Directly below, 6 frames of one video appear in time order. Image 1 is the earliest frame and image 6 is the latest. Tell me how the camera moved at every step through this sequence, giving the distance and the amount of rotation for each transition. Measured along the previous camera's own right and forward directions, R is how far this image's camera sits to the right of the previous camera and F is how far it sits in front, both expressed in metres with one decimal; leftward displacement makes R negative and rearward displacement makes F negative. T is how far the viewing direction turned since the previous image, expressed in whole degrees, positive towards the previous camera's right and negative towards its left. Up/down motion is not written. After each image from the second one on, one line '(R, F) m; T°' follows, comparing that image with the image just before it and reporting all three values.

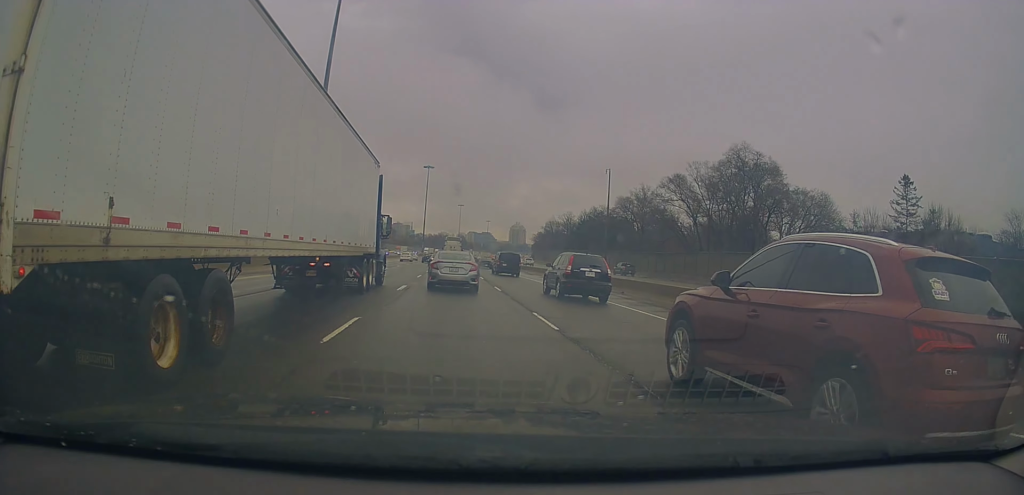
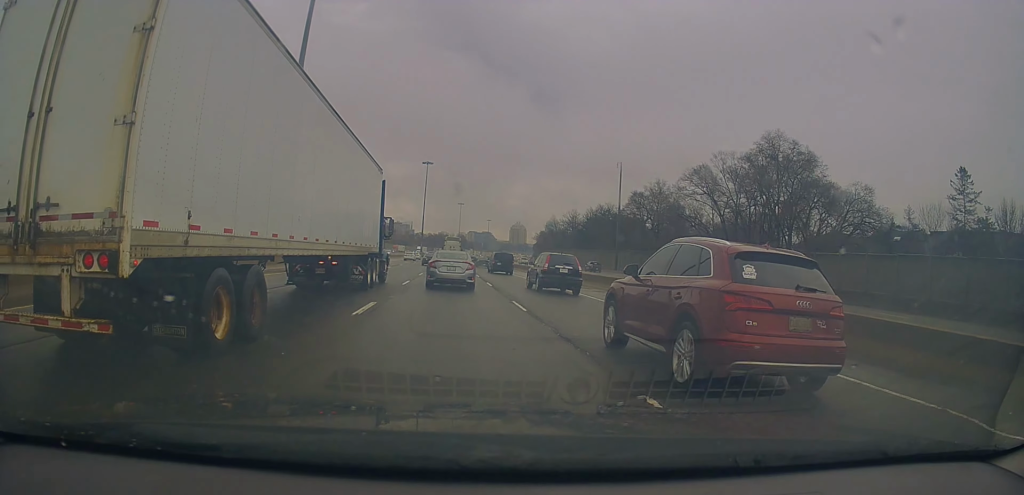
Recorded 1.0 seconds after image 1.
(+0.4, +7.8) m; +2°
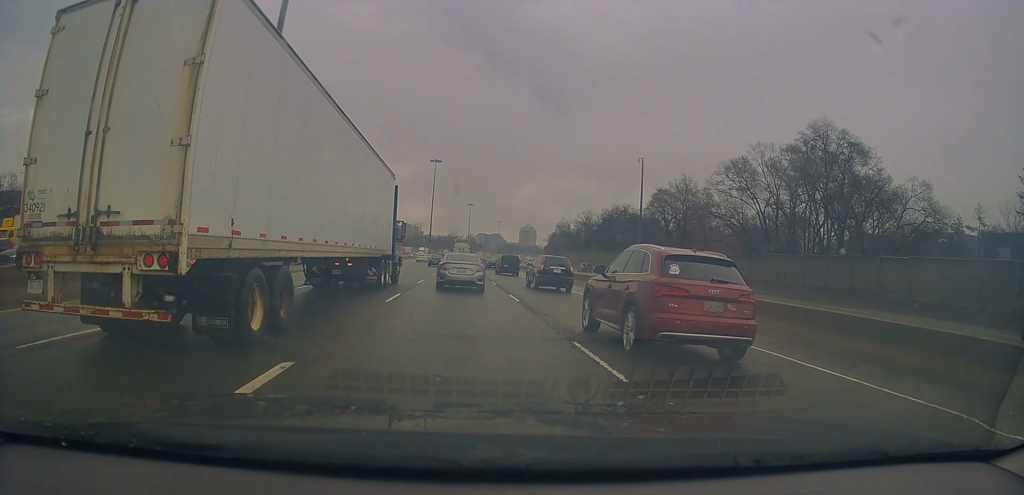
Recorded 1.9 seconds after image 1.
(-0.1, +7.4) m; -2°
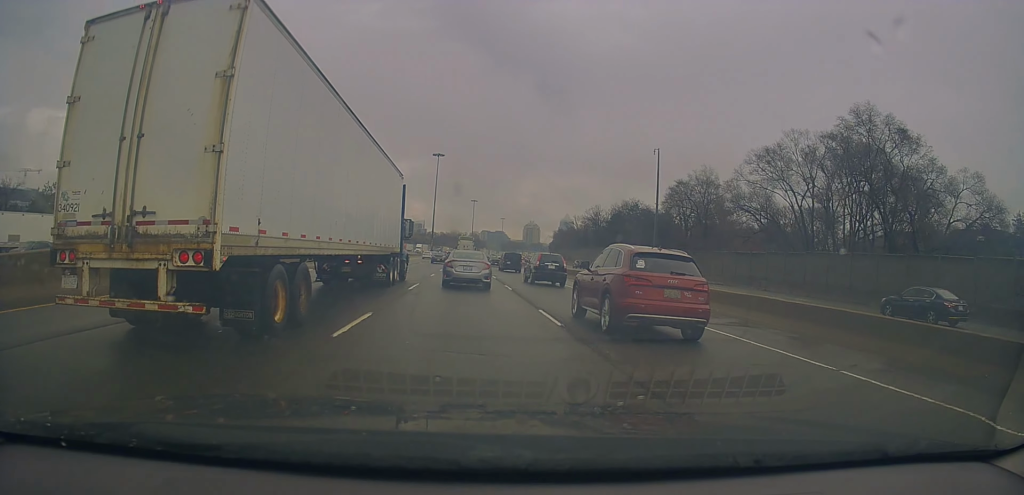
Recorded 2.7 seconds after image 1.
(-0.1, +6.3) m; 0°
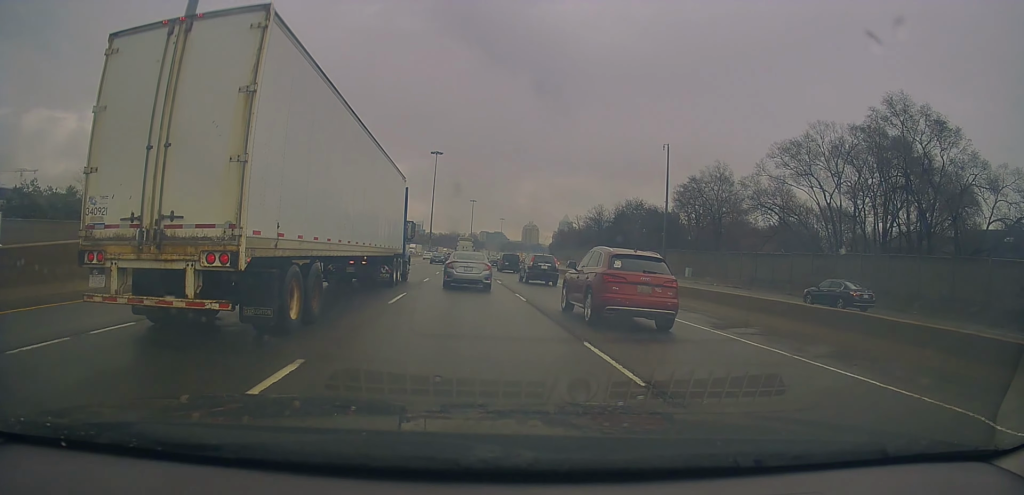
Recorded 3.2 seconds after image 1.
(-0.1, +5.2) m; +1°
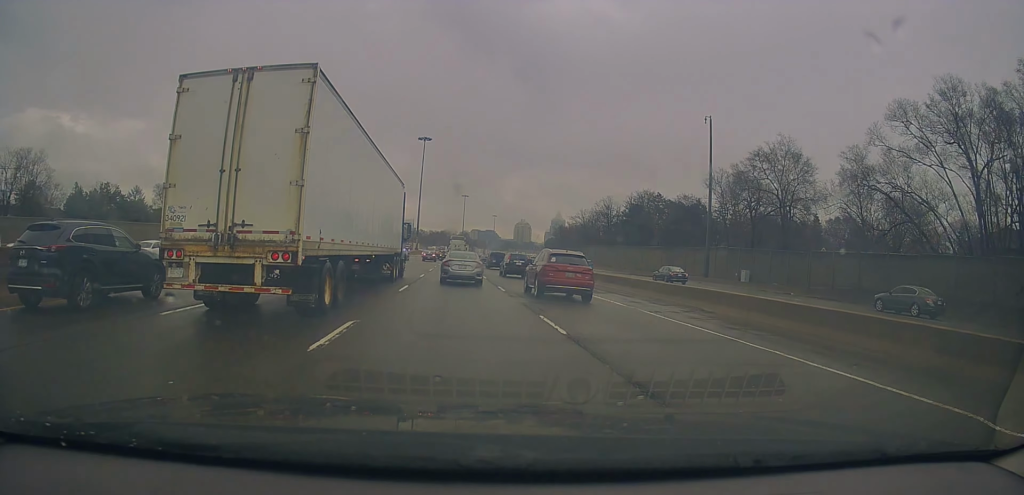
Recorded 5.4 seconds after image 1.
(+0.4, +19.3) m; +1°
